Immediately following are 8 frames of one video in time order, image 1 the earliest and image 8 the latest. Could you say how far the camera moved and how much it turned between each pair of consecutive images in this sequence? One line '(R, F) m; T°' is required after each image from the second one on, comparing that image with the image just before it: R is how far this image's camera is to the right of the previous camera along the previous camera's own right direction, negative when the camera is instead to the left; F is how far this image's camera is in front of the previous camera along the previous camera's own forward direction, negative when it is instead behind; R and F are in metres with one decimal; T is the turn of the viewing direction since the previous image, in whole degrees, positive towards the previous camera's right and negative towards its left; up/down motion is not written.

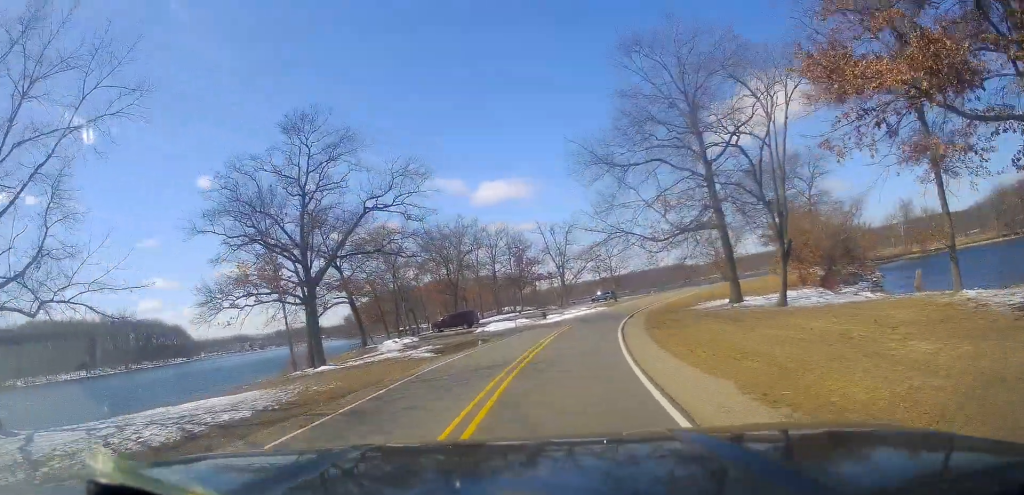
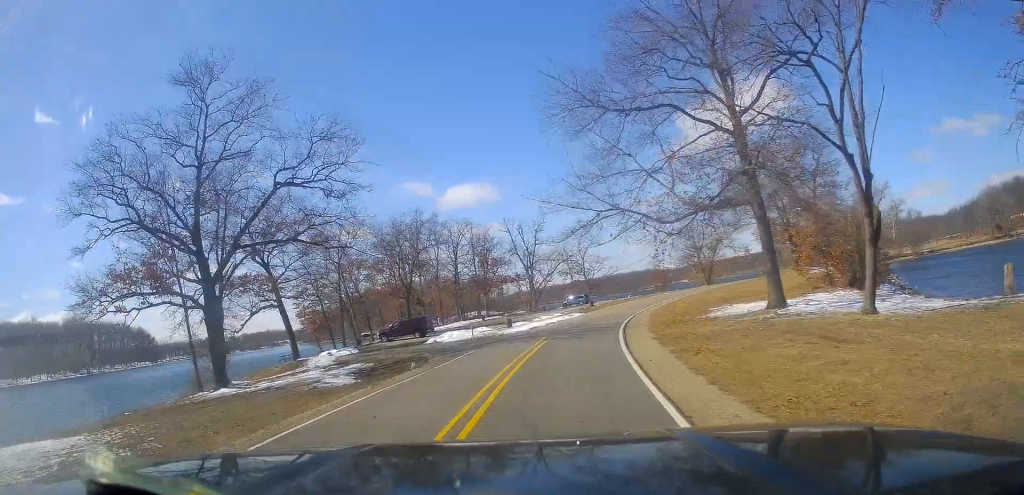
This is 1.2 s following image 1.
(+0.1, +10.1) m; +2°
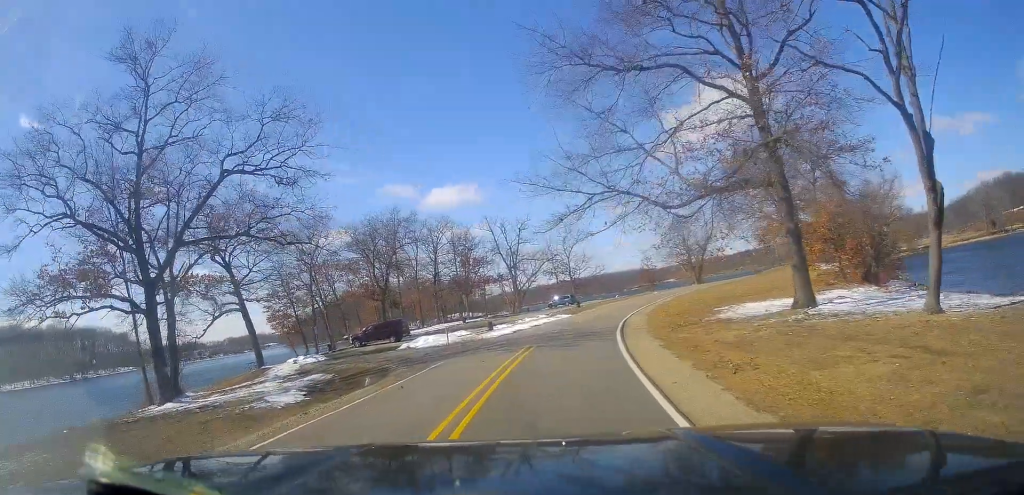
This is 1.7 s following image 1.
(-0.1, +4.1) m; +2°
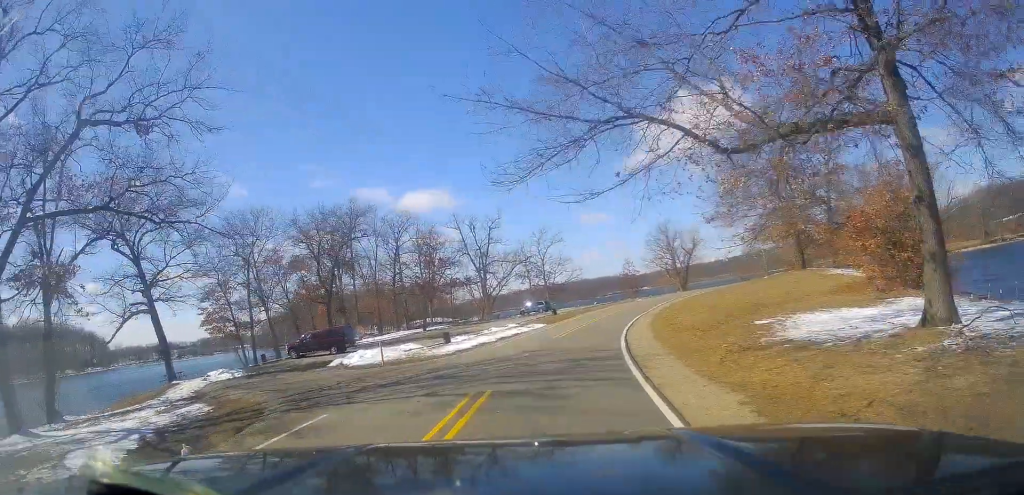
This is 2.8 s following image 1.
(+0.7, +8.9) m; +4°
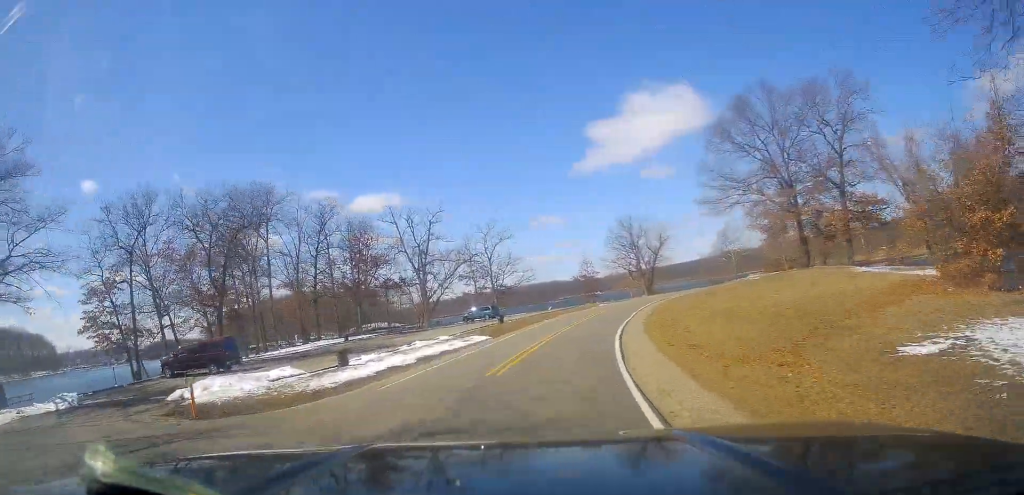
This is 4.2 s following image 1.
(+0.3, +11.5) m; +4°
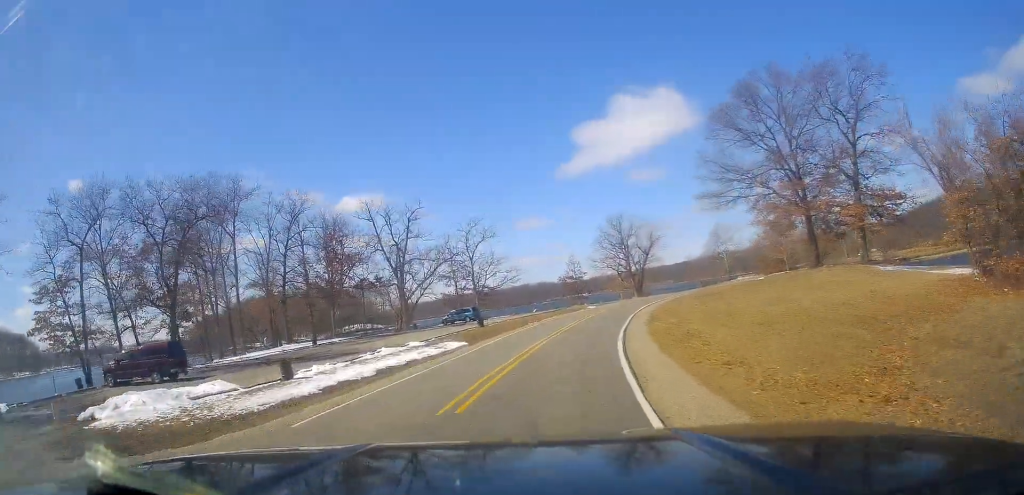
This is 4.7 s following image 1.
(+0.1, +4.5) m; +2°
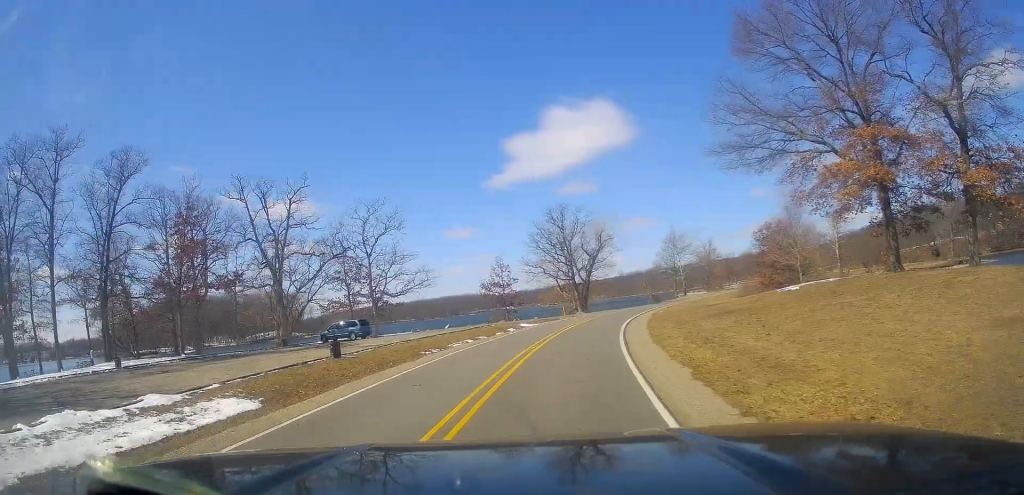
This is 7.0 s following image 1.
(+1.4, +19.3) m; +11°
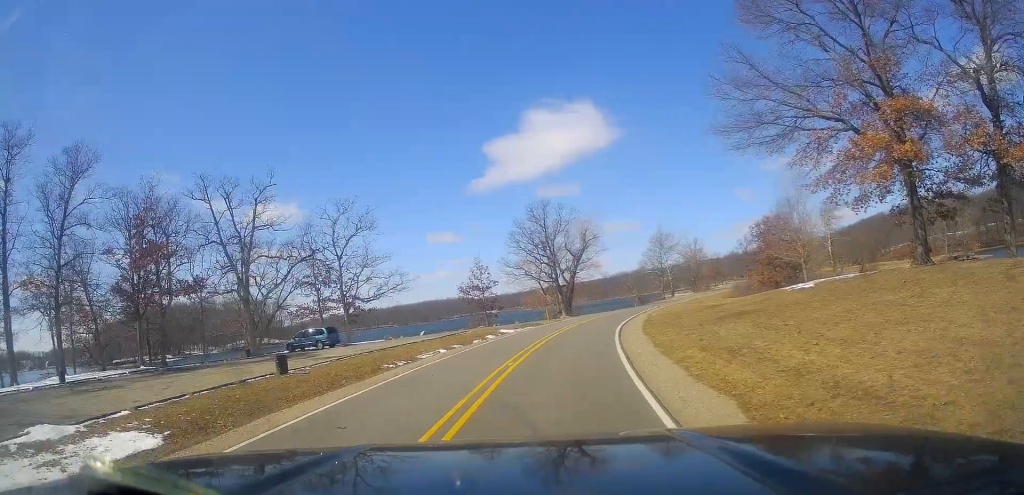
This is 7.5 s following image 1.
(+0.3, +4.1) m; +1°
